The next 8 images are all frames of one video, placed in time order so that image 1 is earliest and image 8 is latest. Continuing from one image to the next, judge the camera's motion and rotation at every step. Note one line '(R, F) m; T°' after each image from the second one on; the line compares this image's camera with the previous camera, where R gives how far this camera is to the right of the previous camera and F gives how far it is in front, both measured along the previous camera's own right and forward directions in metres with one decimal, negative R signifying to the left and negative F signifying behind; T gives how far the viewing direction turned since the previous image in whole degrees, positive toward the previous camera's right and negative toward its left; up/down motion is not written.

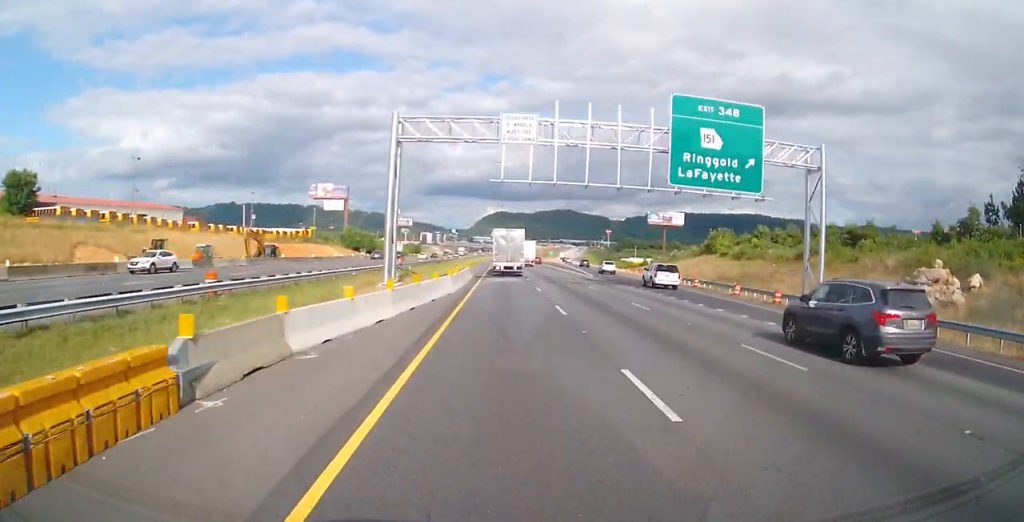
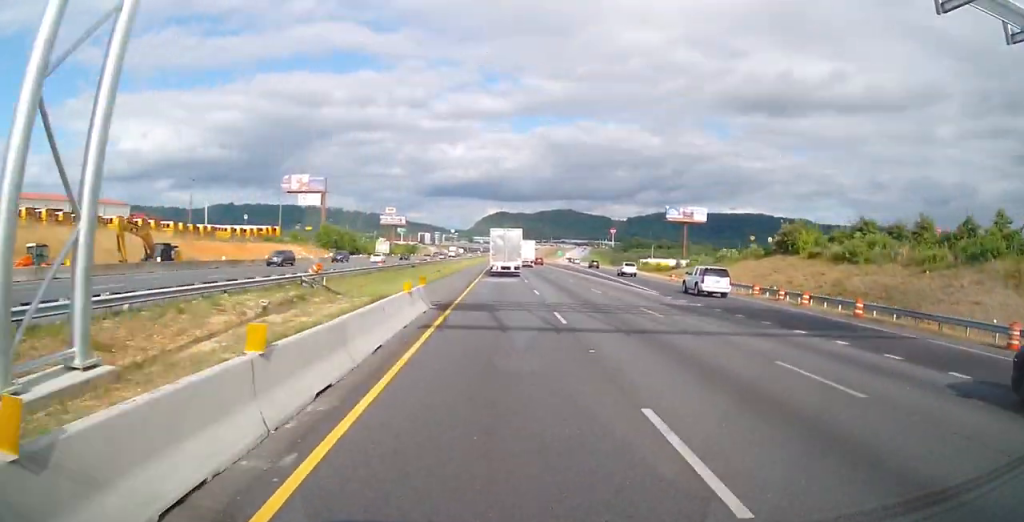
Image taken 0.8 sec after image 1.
(+0.1, +27.8) m; +1°
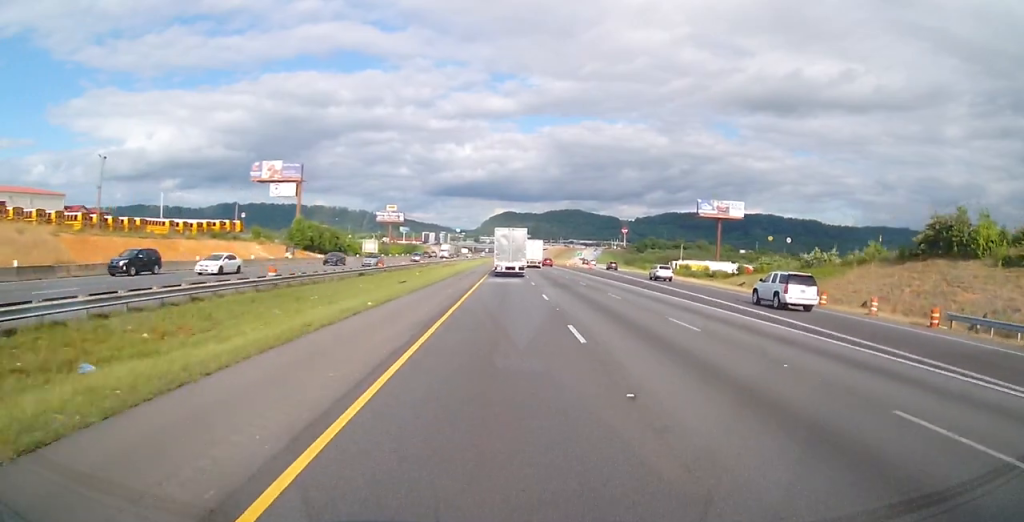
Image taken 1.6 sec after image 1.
(+0.3, +28.7) m; +1°
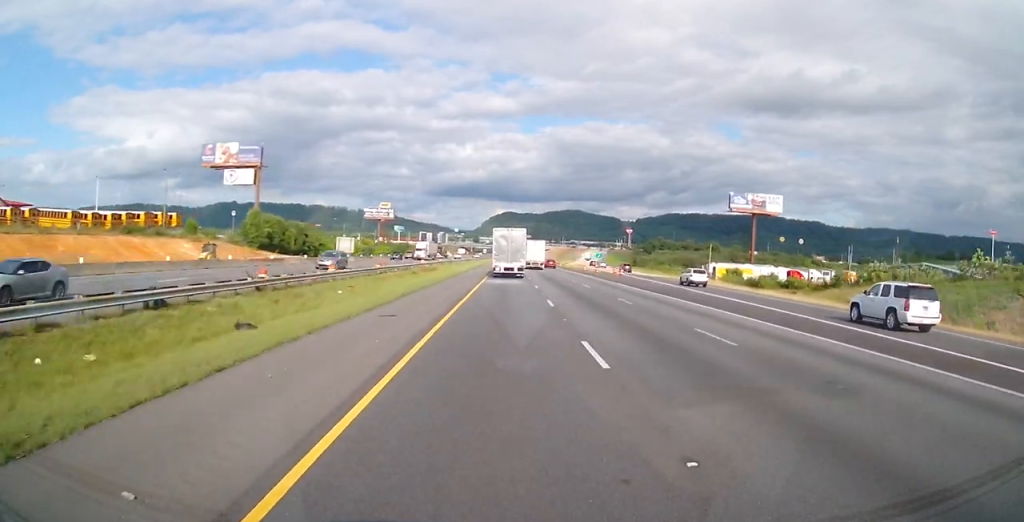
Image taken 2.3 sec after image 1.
(+0.2, +27.4) m; -1°
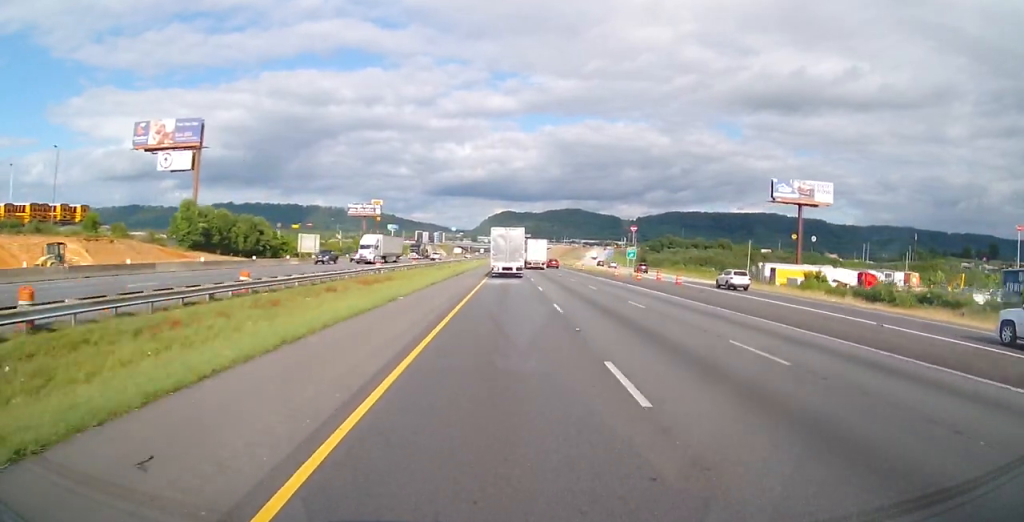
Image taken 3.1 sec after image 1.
(-0.5, +27.2) m; -1°
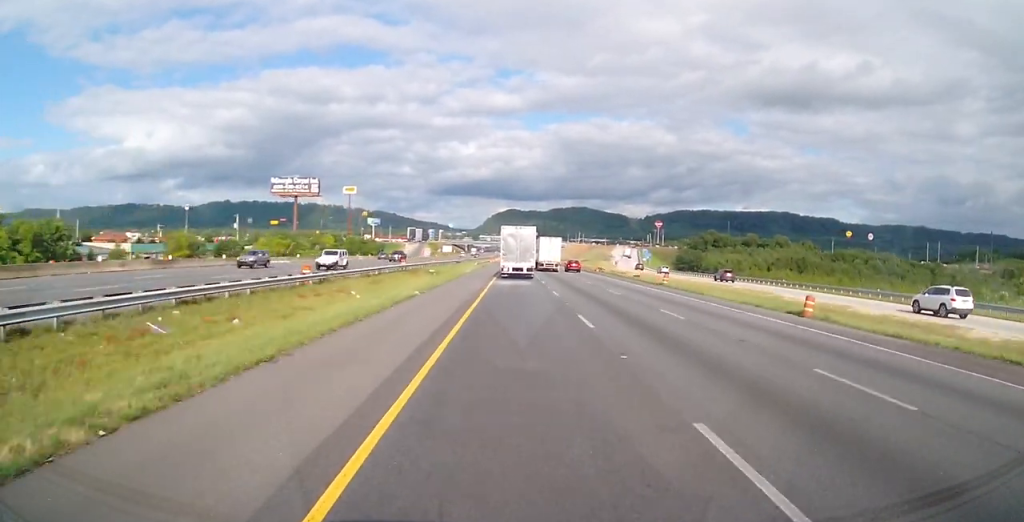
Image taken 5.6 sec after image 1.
(+0.2, +88.7) m; +1°
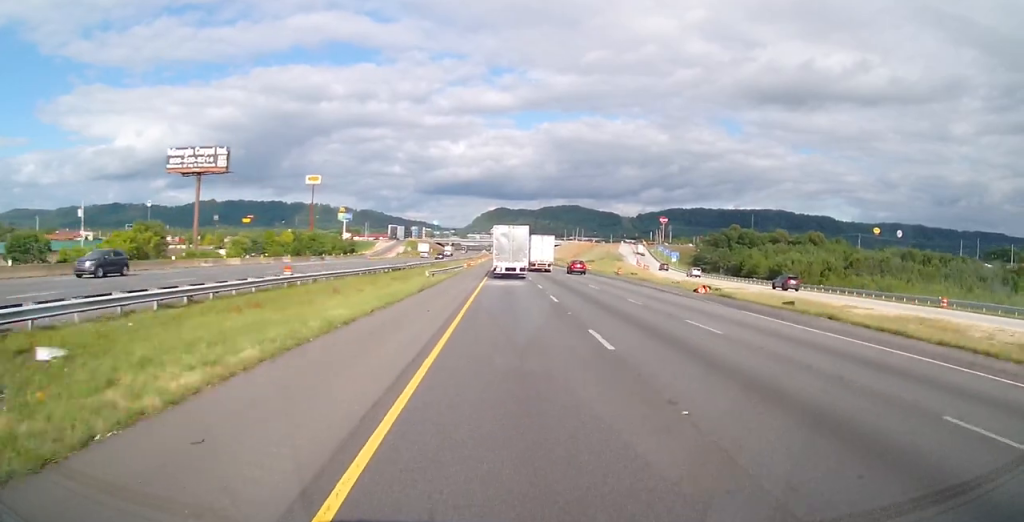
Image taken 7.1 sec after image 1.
(-0.2, +52.0) m; 0°
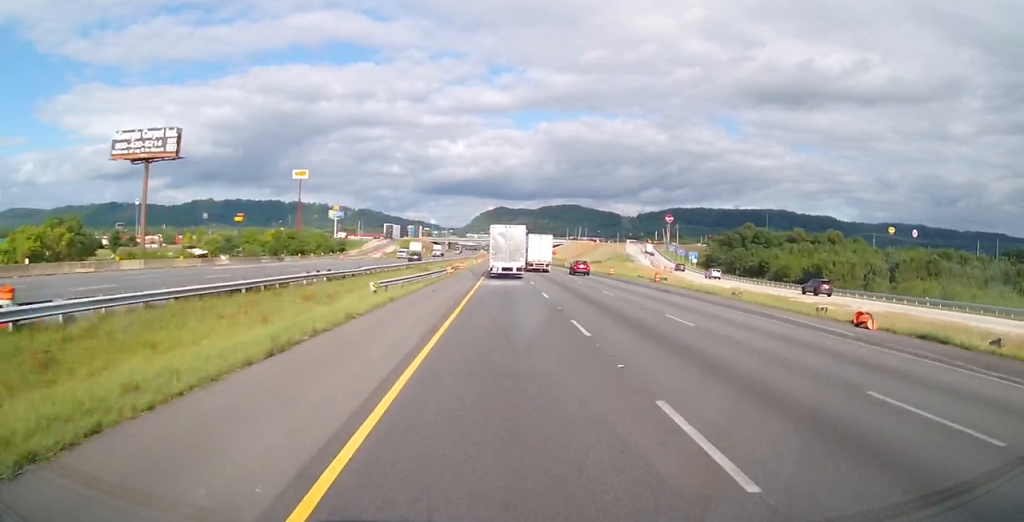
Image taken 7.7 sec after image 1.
(+0.1, +19.6) m; 0°
